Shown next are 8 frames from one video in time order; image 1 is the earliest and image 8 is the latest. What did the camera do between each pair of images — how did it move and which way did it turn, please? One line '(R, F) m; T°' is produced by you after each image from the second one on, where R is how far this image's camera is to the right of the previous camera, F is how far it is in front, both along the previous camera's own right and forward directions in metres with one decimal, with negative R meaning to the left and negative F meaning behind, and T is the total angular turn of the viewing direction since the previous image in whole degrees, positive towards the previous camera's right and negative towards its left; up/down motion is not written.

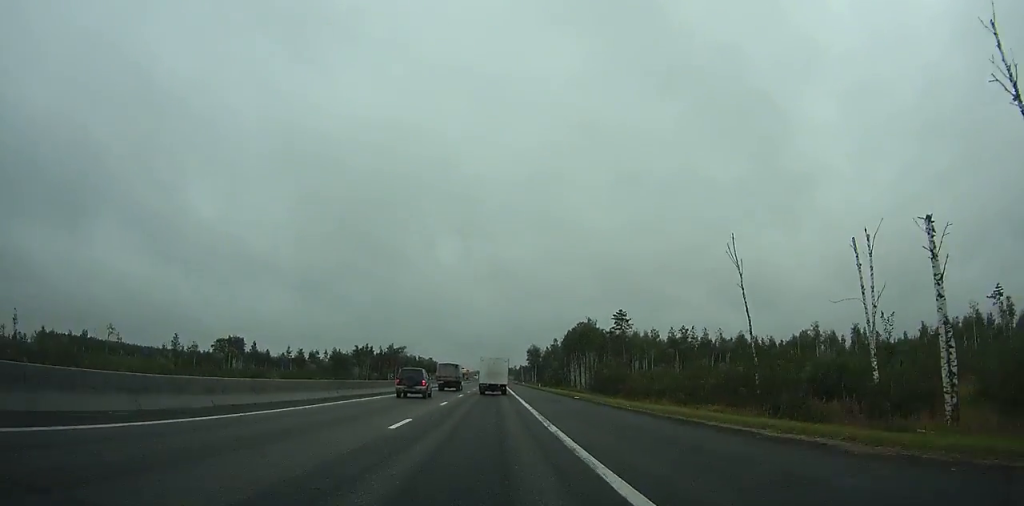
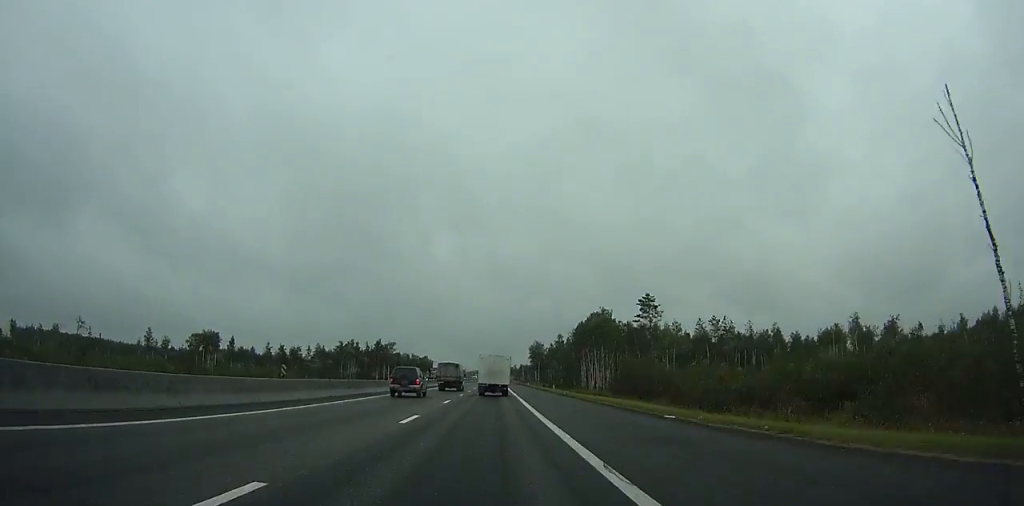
(0.0, +22.6) m; 0°
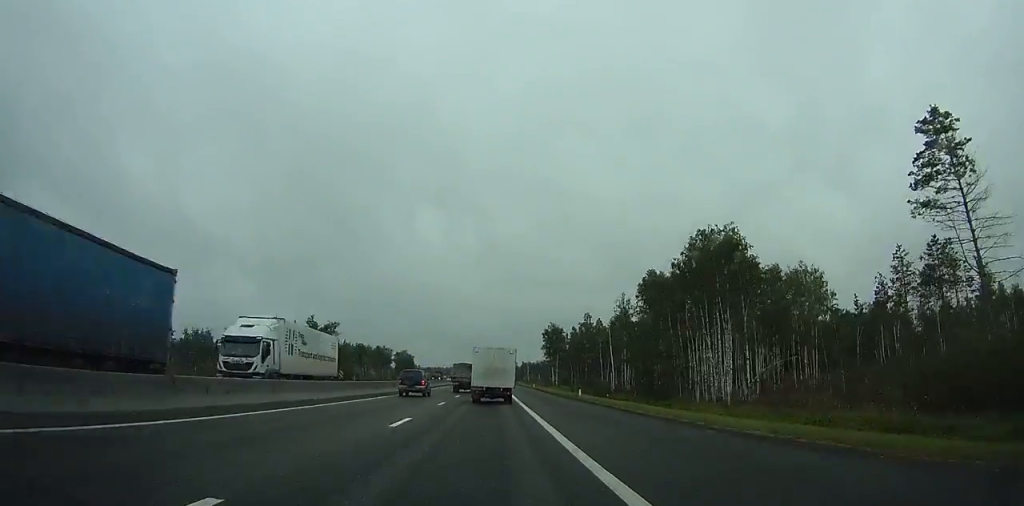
(+0.2, +73.8) m; 0°
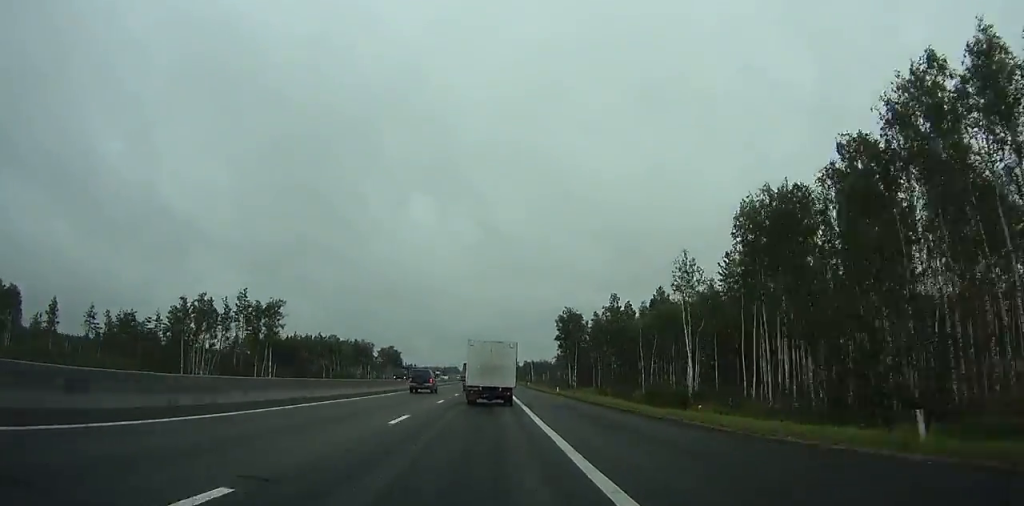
(0.0, +36.8) m; 0°
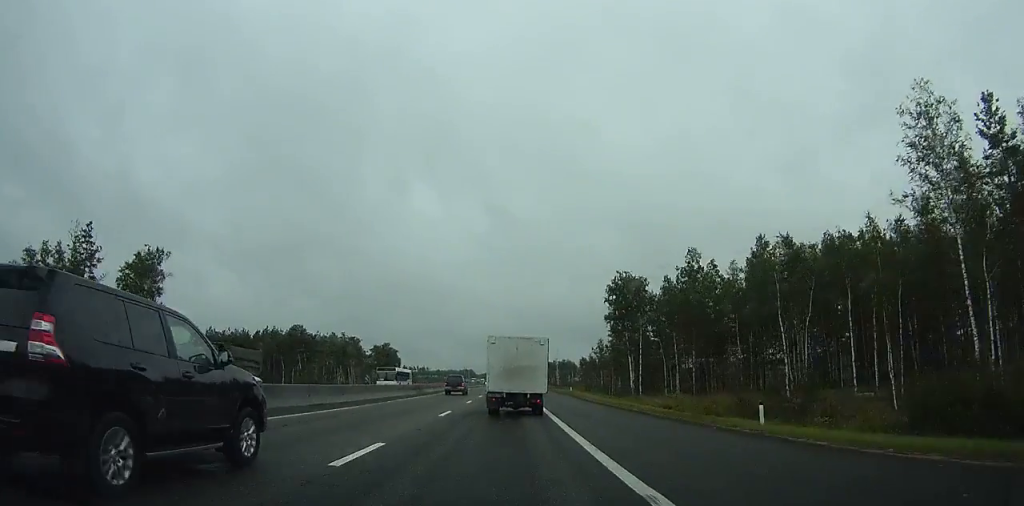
(-0.1, +44.3) m; -1°
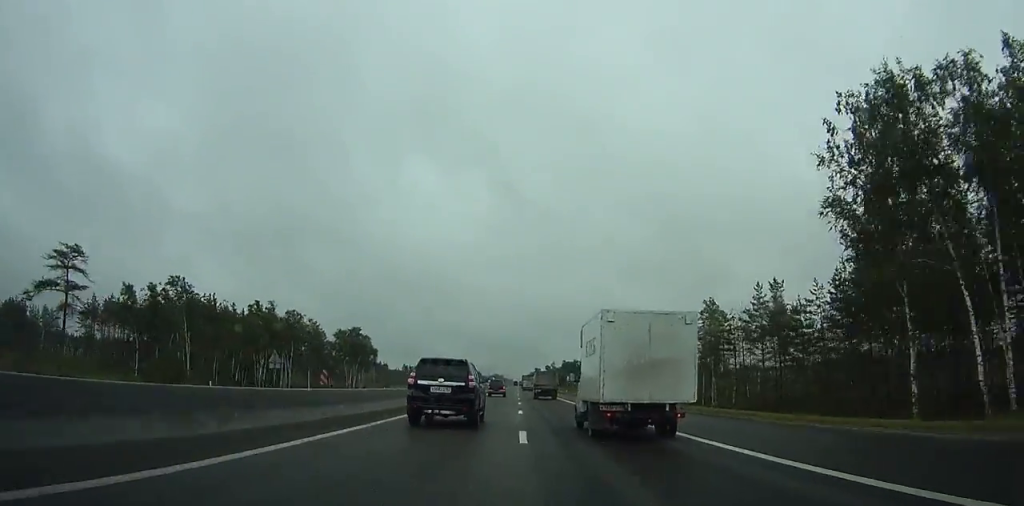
(-0.8, +55.9) m; -1°
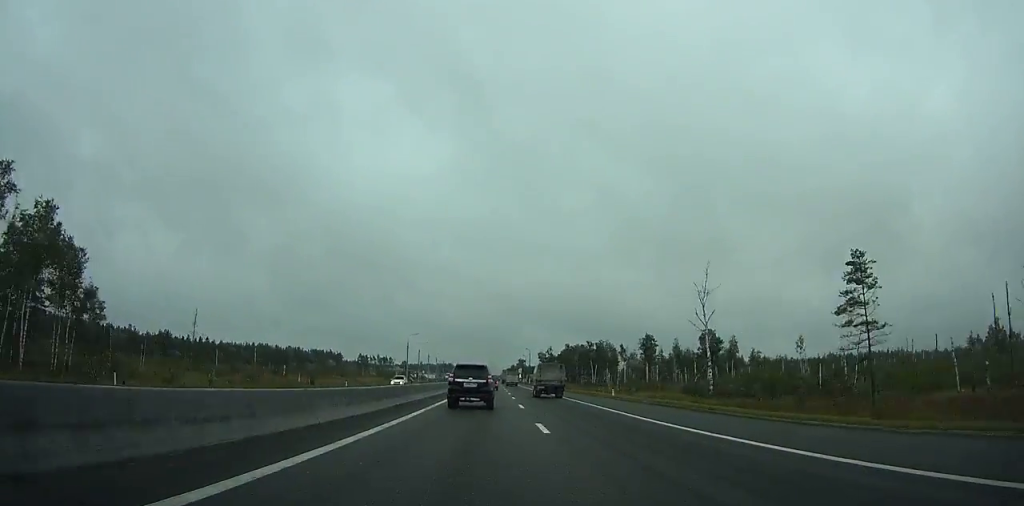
(+1.1, +103.9) m; +1°
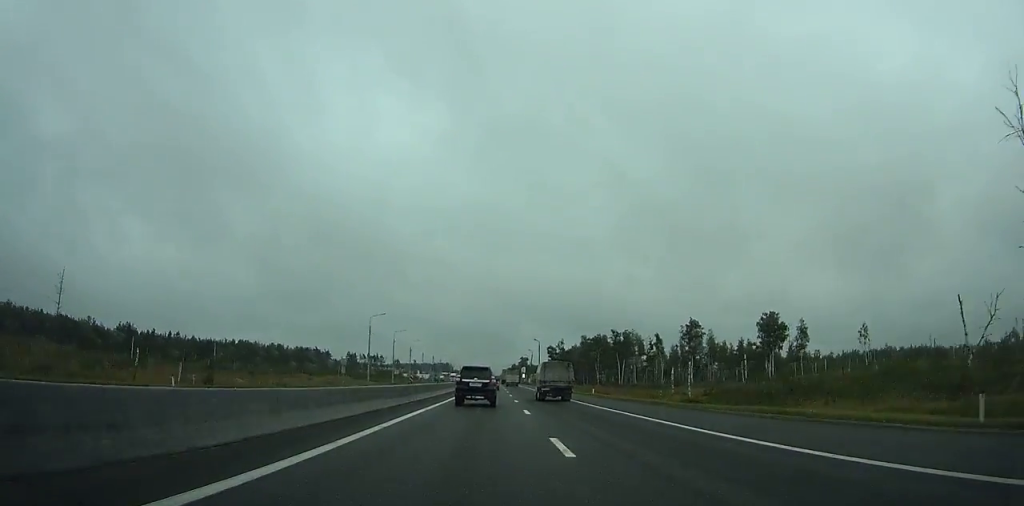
(+0.1, +39.9) m; 0°
